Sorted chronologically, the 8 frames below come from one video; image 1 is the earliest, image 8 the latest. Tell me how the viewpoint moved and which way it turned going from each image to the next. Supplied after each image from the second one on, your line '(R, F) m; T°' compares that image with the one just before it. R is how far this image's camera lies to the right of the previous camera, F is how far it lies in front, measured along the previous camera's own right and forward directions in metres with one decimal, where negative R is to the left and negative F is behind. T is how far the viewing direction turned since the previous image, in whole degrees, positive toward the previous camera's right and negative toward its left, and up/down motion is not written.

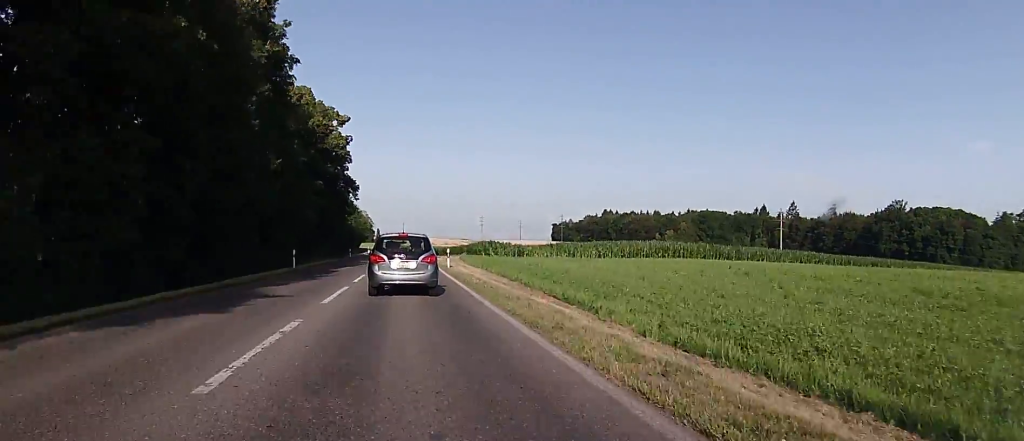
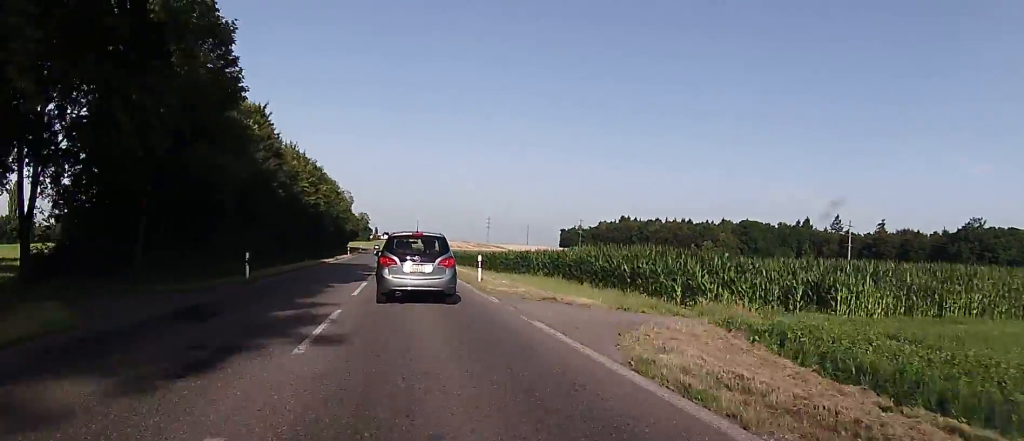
(-0.1, +51.3) m; 0°
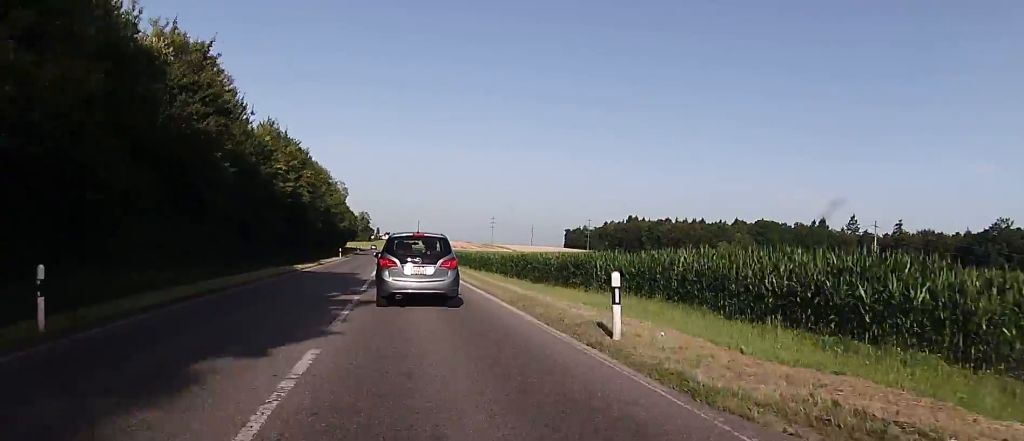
(0.0, +14.6) m; 0°
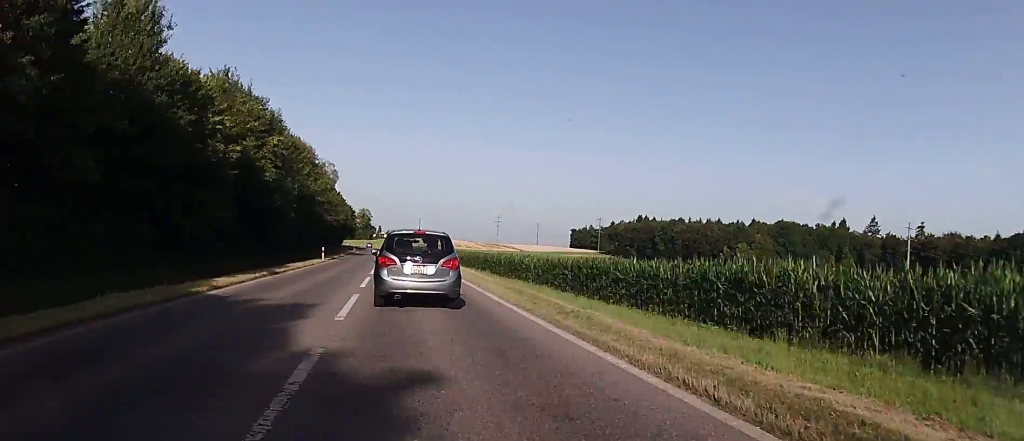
(+0.1, +17.6) m; 0°
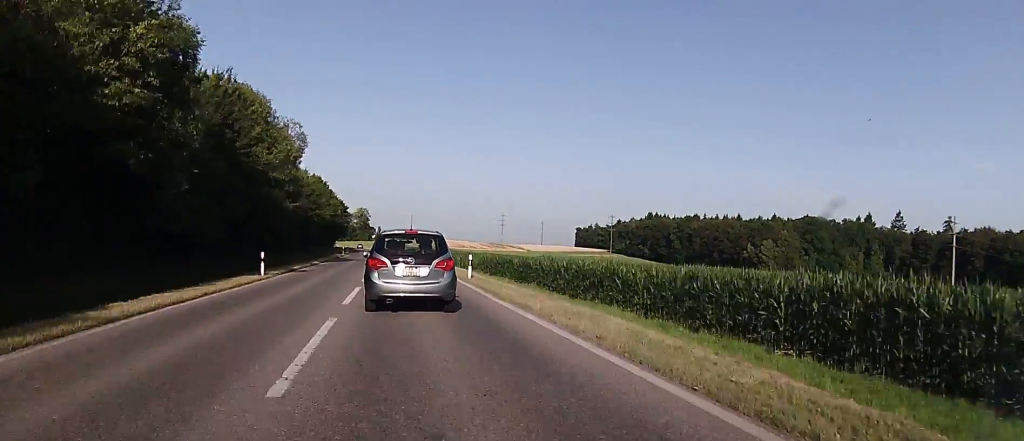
(0.0, +22.8) m; 0°
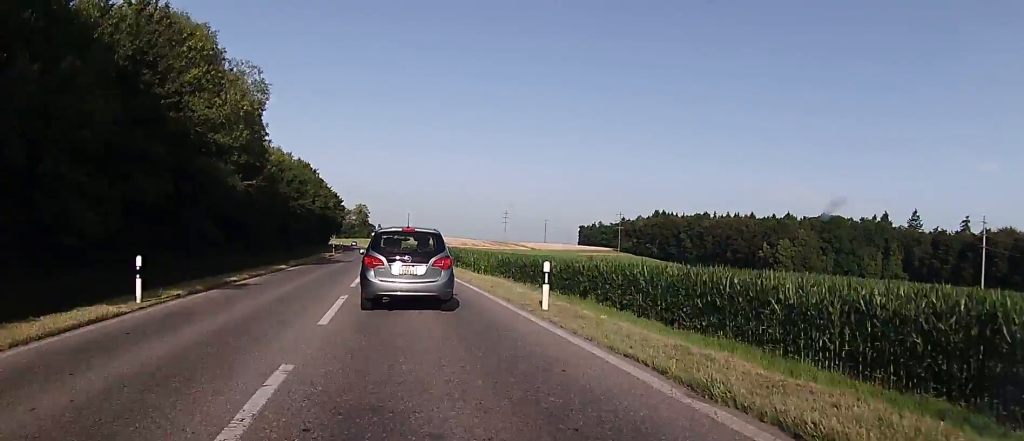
(0.0, +13.5) m; -1°
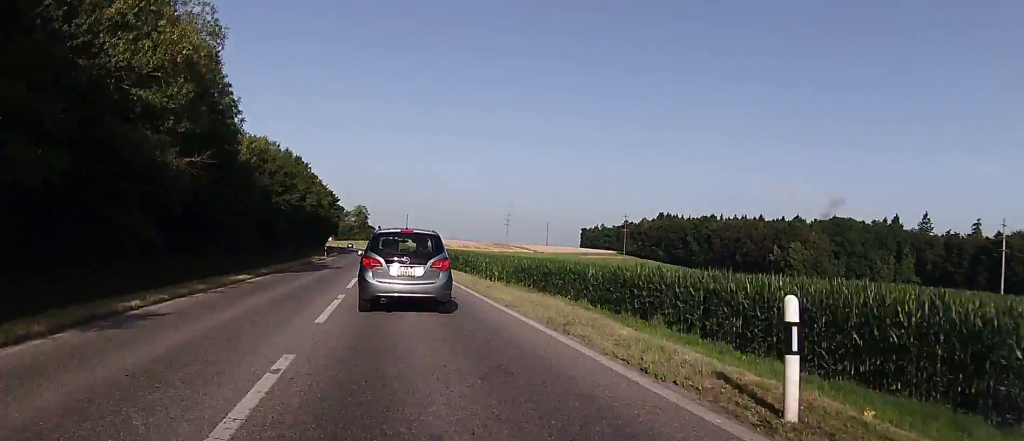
(0.0, +8.5) m; 0°
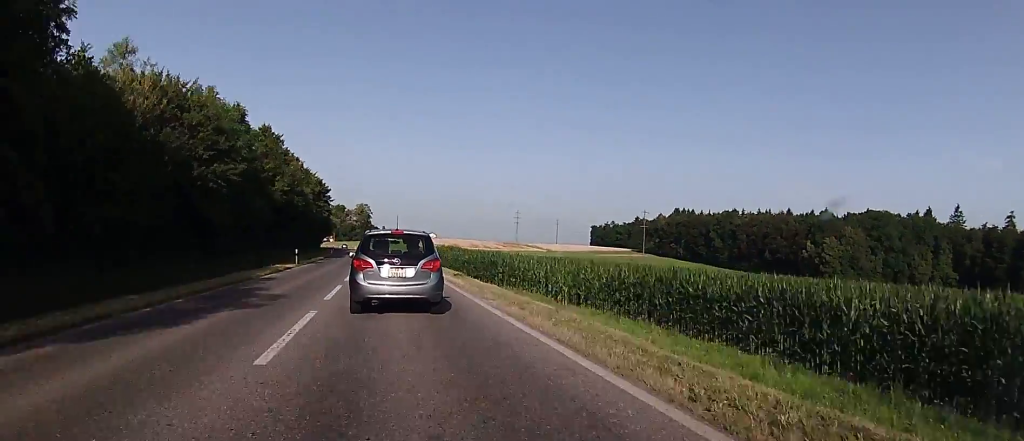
(-0.3, +21.4) m; 0°
